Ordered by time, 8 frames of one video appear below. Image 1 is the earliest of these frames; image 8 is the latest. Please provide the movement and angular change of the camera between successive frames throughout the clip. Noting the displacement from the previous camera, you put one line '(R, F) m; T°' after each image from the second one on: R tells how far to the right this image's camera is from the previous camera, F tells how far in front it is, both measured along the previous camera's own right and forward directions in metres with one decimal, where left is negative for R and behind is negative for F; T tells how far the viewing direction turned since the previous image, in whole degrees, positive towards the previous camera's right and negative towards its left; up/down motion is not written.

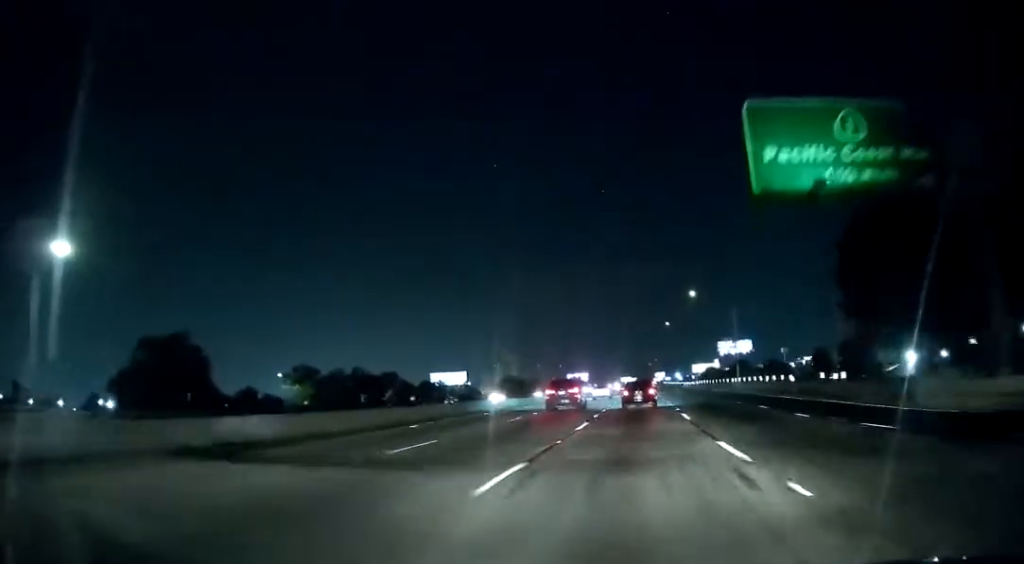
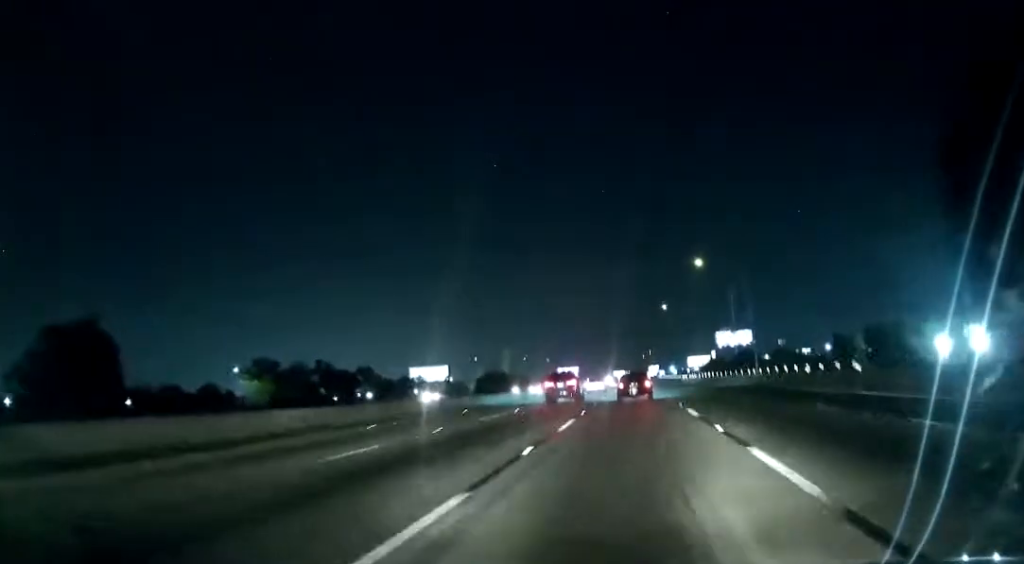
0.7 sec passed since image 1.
(+0.5, +18.6) m; 0°
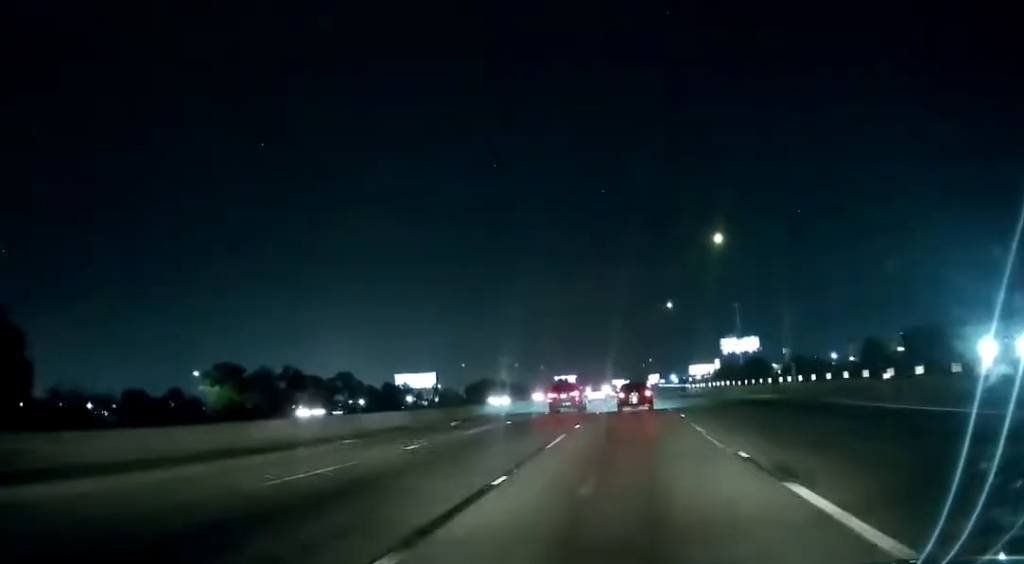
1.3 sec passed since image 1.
(+0.2, +17.6) m; 0°
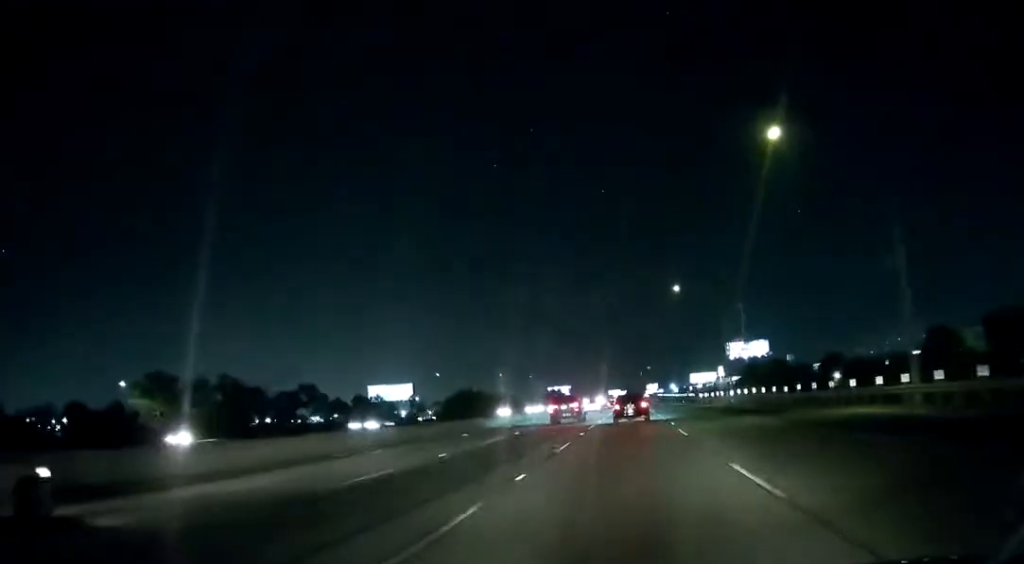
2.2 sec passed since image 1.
(-0.3, +25.9) m; 0°
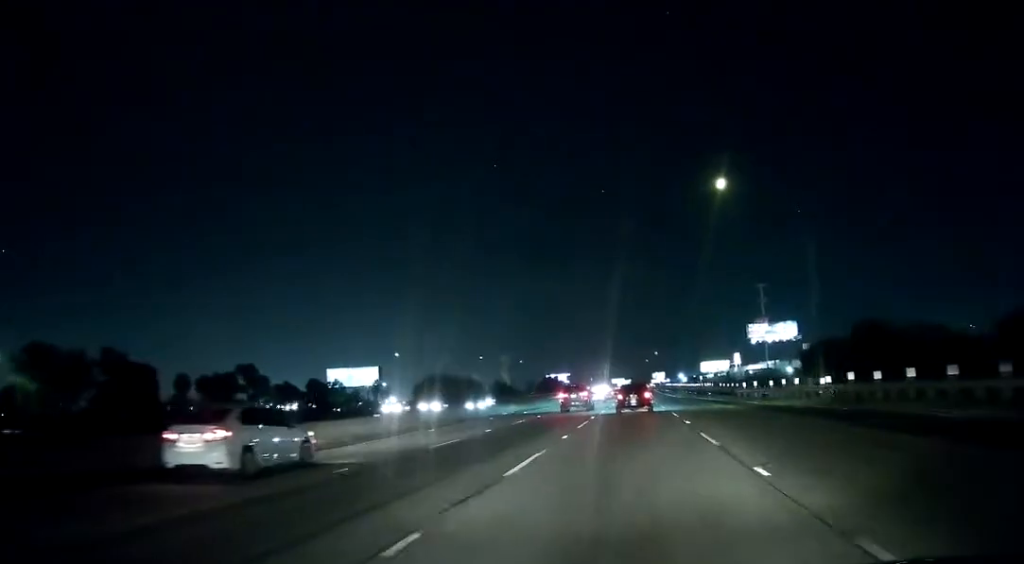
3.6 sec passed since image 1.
(+0.1, +36.8) m; -1°
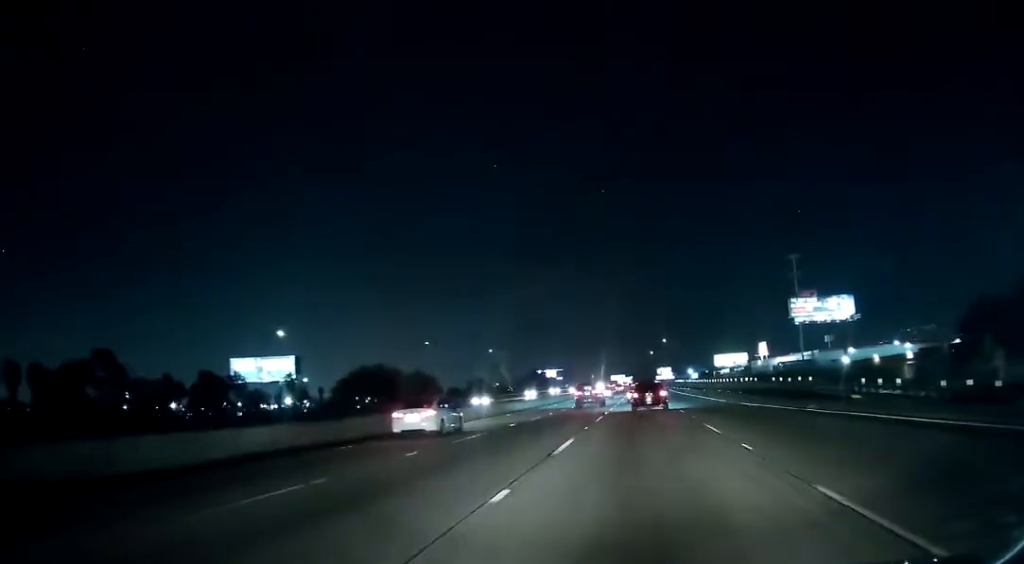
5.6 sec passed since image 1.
(-0.1, +54.0) m; +1°
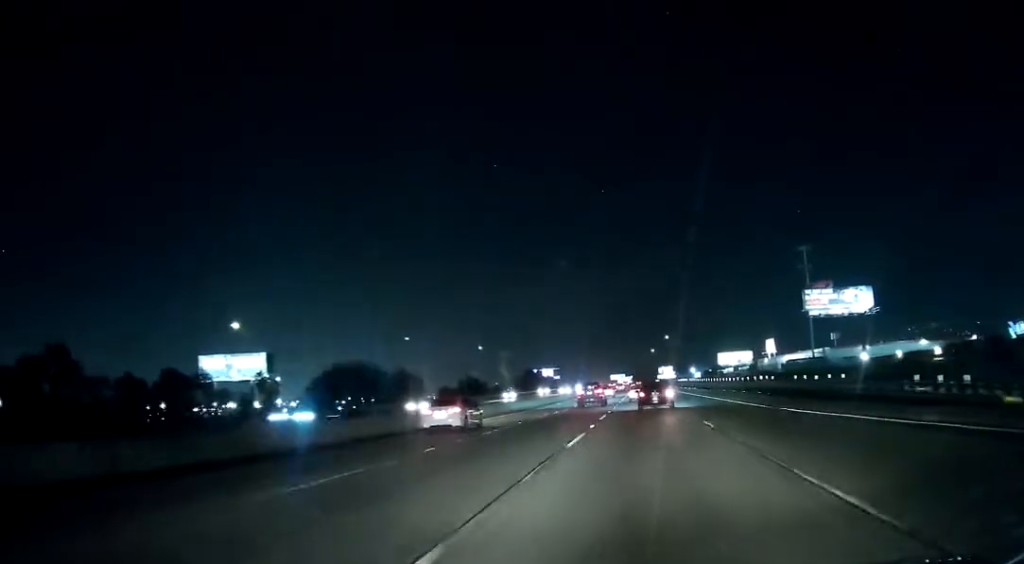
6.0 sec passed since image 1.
(+0.3, +12.3) m; 0°
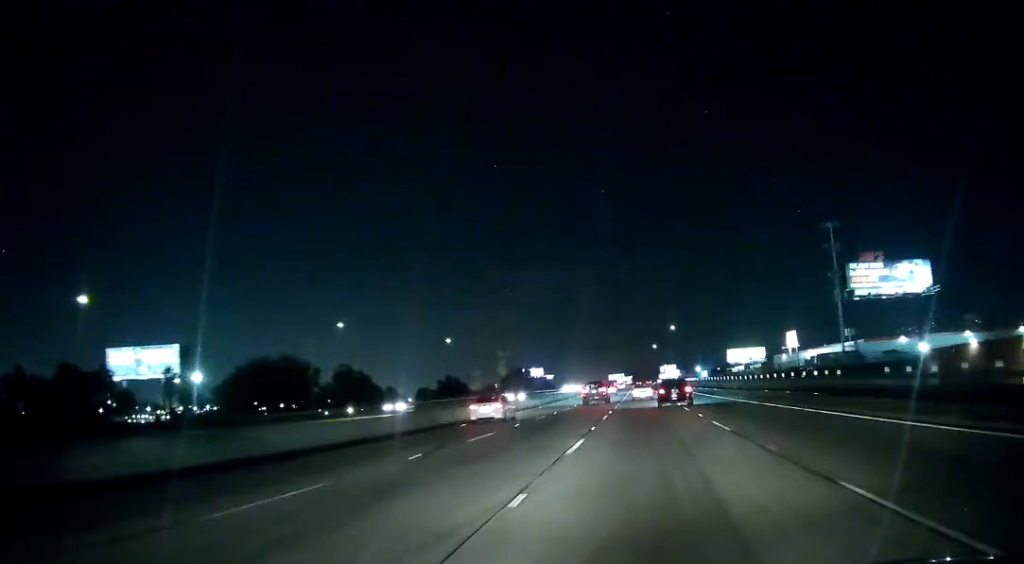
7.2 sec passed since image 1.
(-0.5, +28.4) m; -1°
